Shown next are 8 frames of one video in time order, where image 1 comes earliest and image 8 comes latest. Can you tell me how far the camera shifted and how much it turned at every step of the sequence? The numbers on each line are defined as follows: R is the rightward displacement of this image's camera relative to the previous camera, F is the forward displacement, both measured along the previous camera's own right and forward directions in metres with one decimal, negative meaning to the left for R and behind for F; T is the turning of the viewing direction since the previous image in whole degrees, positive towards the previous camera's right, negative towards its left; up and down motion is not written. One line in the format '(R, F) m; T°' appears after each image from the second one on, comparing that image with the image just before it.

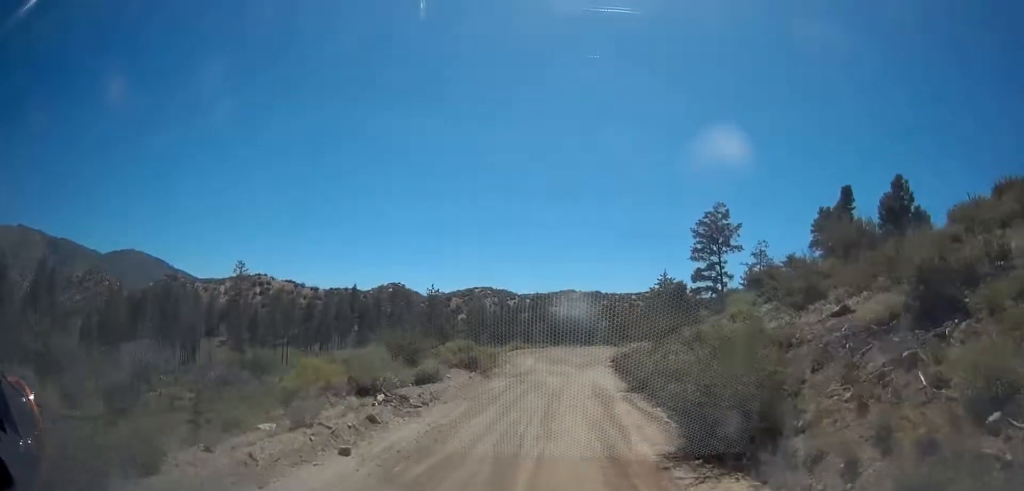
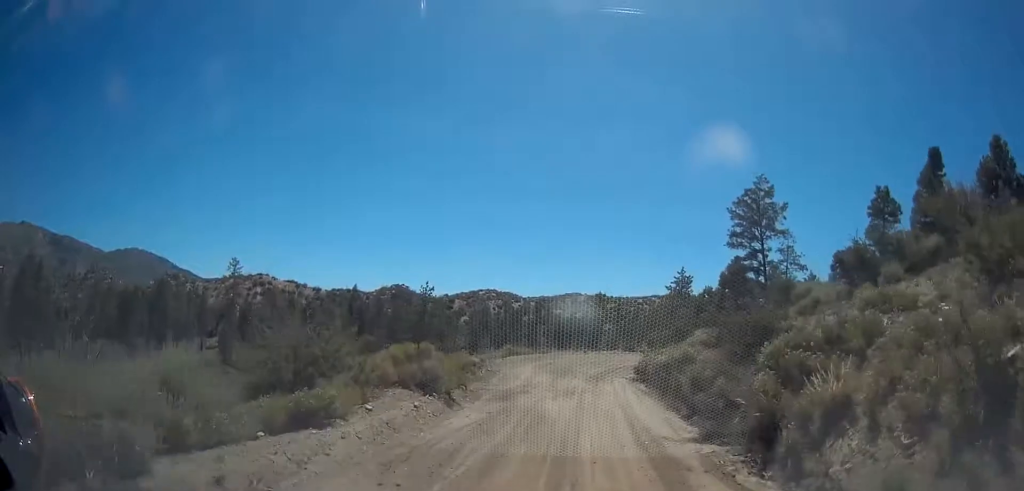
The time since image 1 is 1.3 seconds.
(-0.2, +9.2) m; 0°
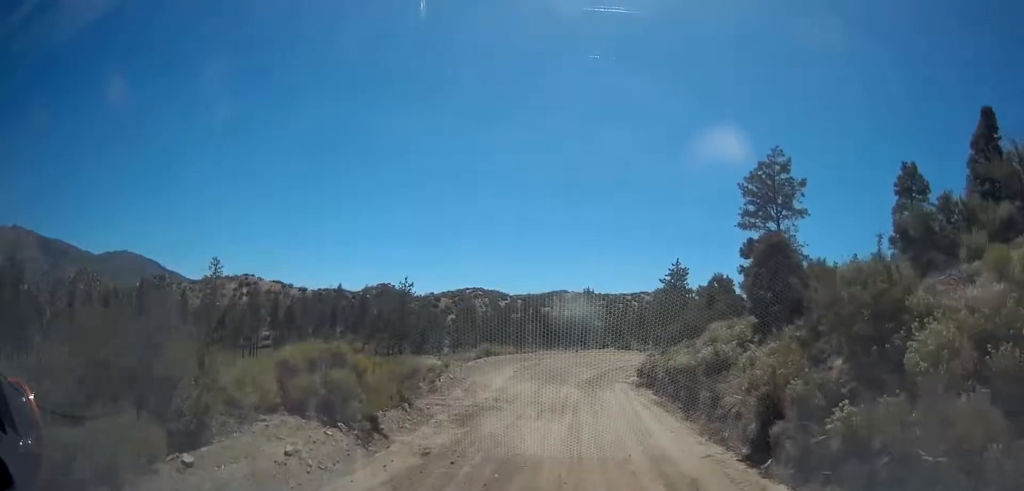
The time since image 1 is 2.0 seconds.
(+0.1, +5.6) m; +2°
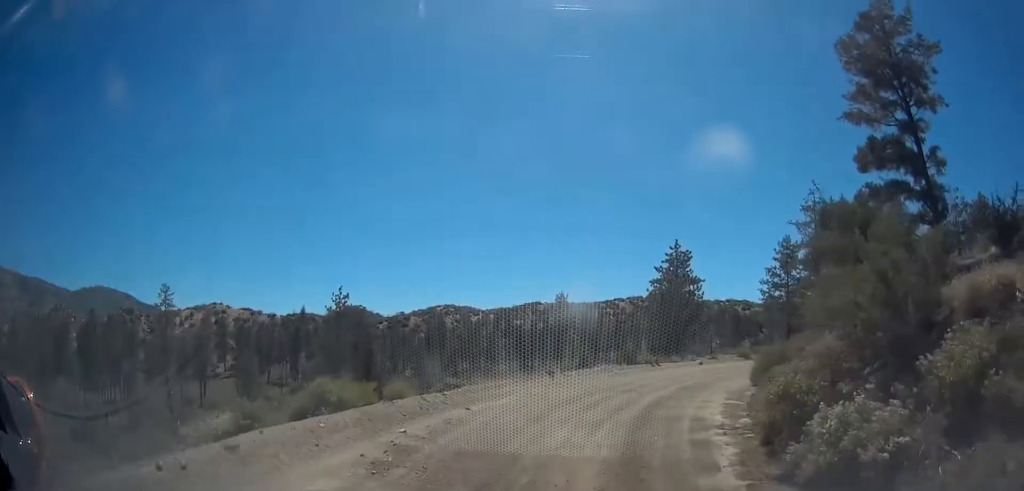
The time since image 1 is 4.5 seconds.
(+0.7, +17.9) m; +1°
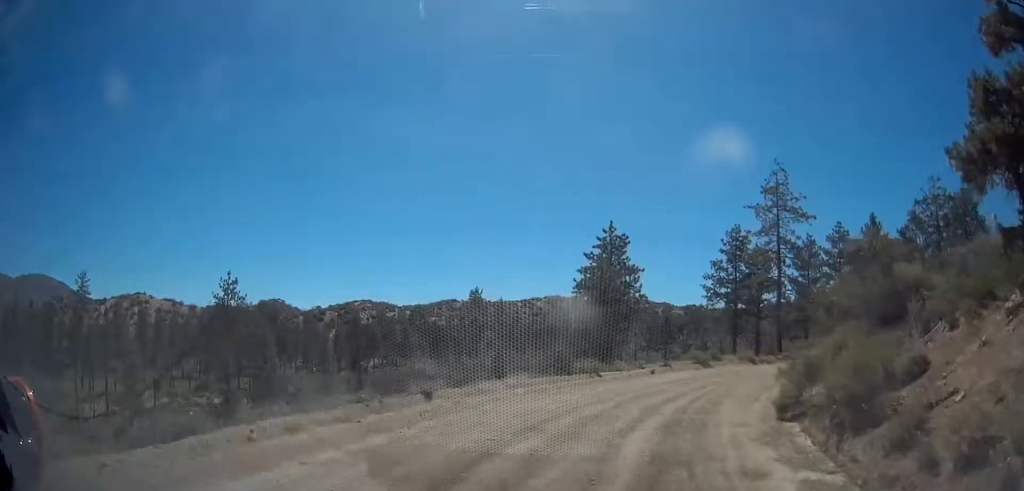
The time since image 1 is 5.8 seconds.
(+0.2, +9.8) m; +8°
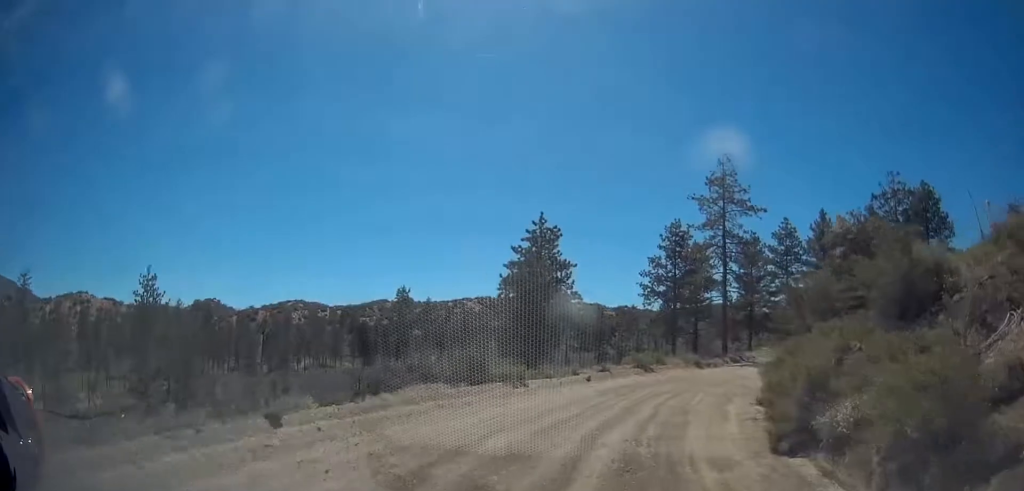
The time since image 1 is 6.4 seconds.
(+0.2, +4.1) m; +6°
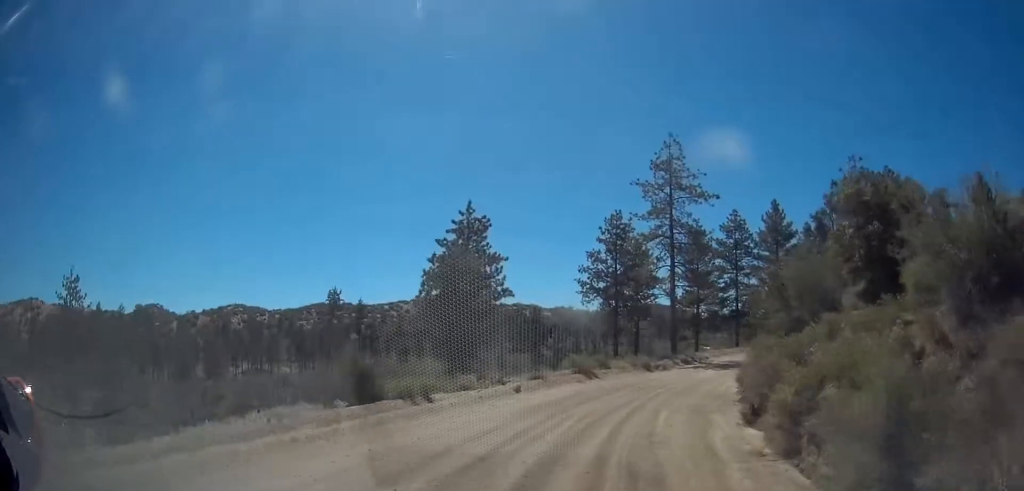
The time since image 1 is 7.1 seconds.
(+0.4, +4.7) m; +7°
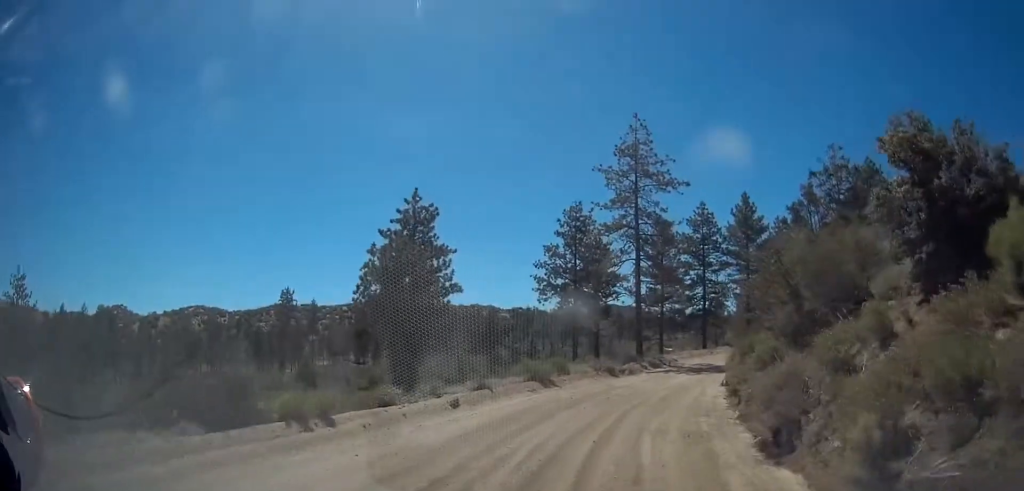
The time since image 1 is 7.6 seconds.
(+0.1, +4.0) m; +5°
